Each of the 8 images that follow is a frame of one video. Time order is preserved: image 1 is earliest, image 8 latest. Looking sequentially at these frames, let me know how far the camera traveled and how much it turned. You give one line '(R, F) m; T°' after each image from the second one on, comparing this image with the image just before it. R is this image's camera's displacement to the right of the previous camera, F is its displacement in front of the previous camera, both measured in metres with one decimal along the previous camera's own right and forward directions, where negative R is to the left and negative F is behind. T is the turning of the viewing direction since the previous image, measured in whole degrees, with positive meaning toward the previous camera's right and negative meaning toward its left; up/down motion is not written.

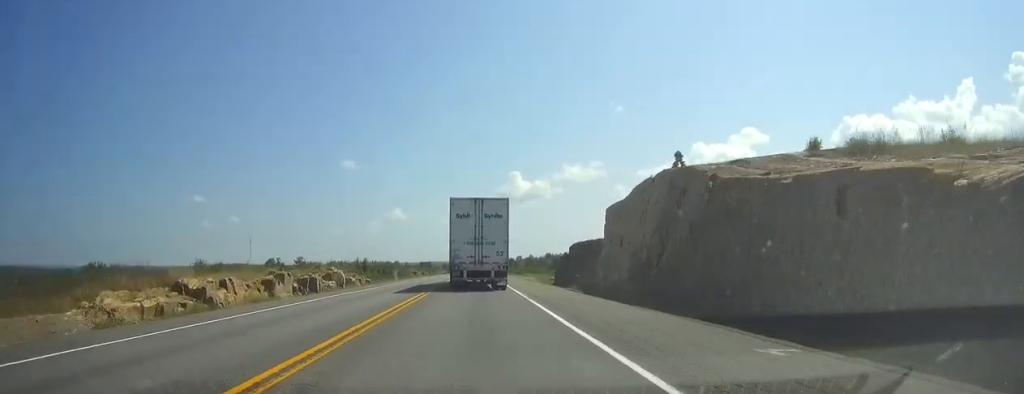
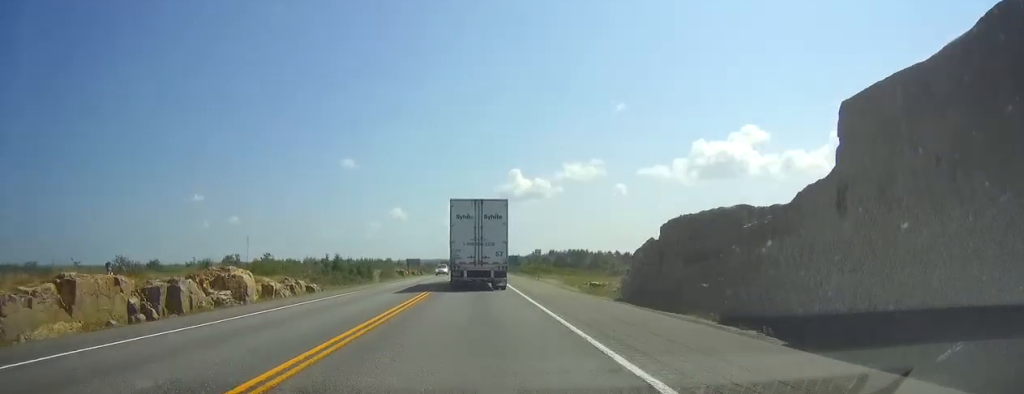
(+0.1, +27.6) m; 0°
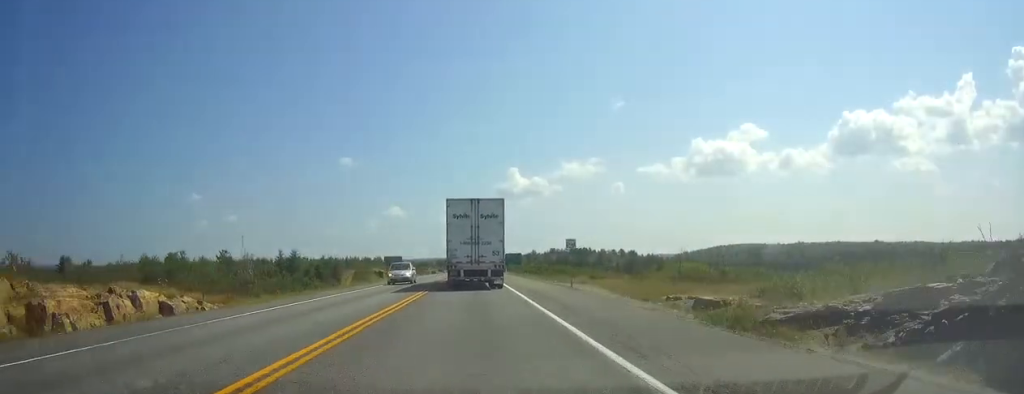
(-0.1, +24.3) m; 0°
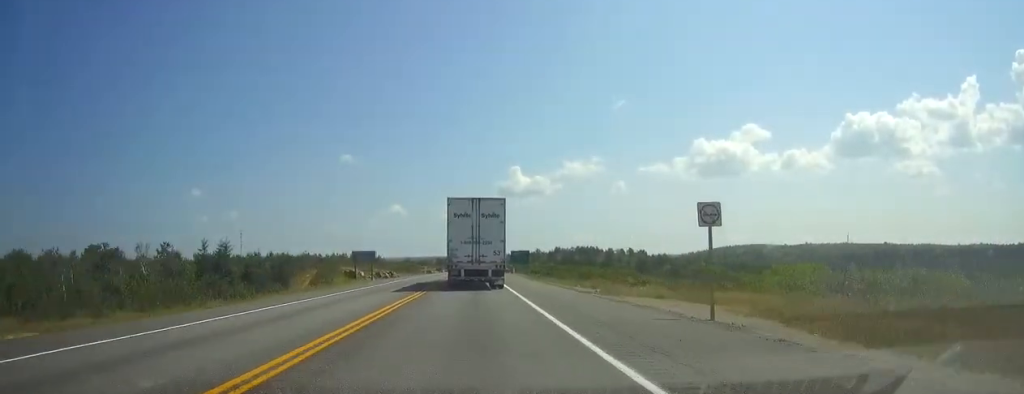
(+0.1, +24.7) m; 0°
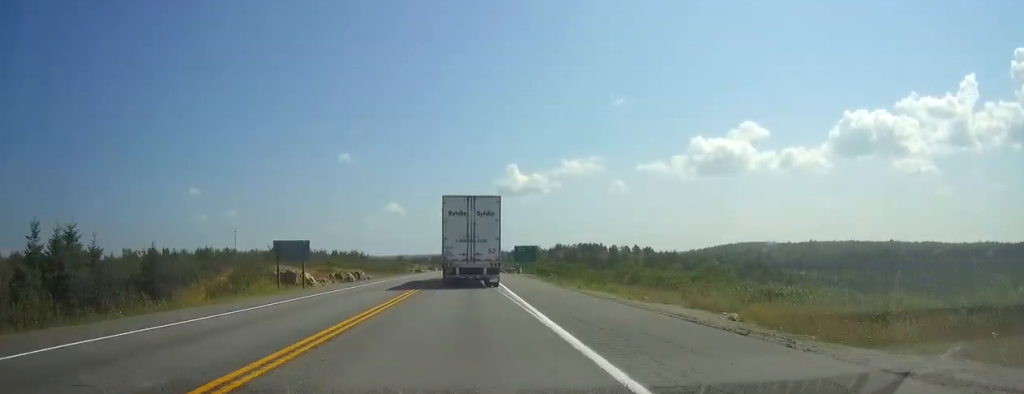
(-0.2, +25.8) m; 0°
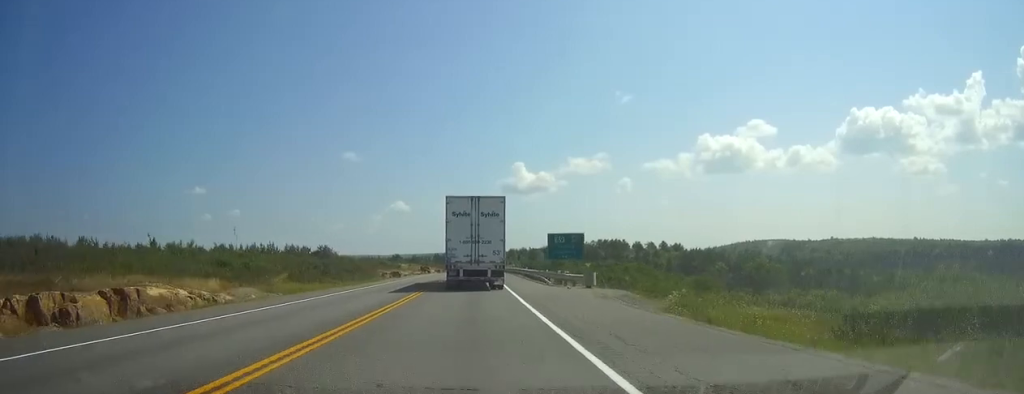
(+0.3, +52.0) m; 0°
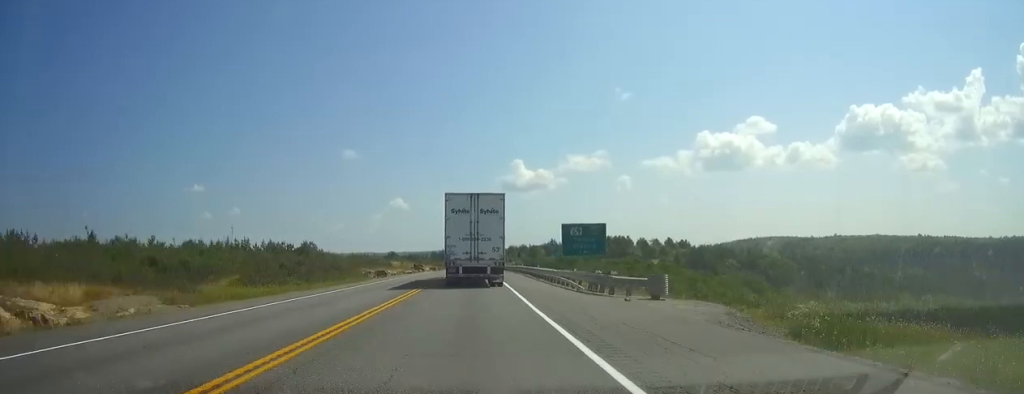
(0.0, +14.4) m; 0°
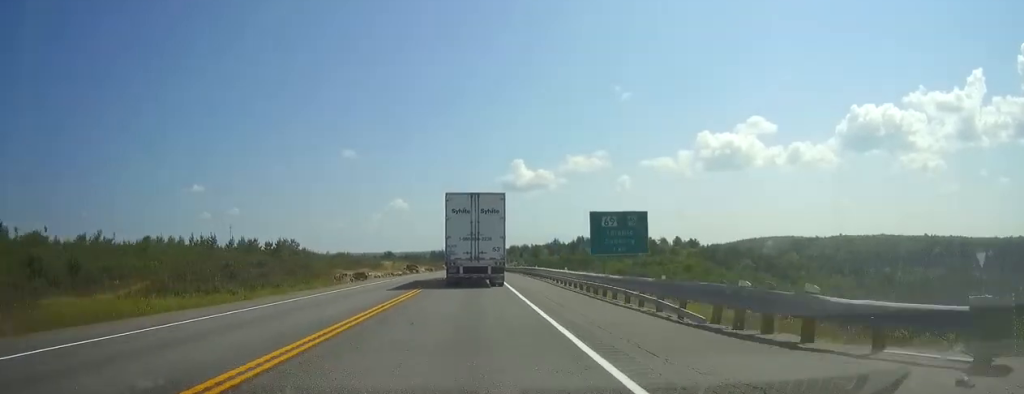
(0.0, +16.2) m; 0°
